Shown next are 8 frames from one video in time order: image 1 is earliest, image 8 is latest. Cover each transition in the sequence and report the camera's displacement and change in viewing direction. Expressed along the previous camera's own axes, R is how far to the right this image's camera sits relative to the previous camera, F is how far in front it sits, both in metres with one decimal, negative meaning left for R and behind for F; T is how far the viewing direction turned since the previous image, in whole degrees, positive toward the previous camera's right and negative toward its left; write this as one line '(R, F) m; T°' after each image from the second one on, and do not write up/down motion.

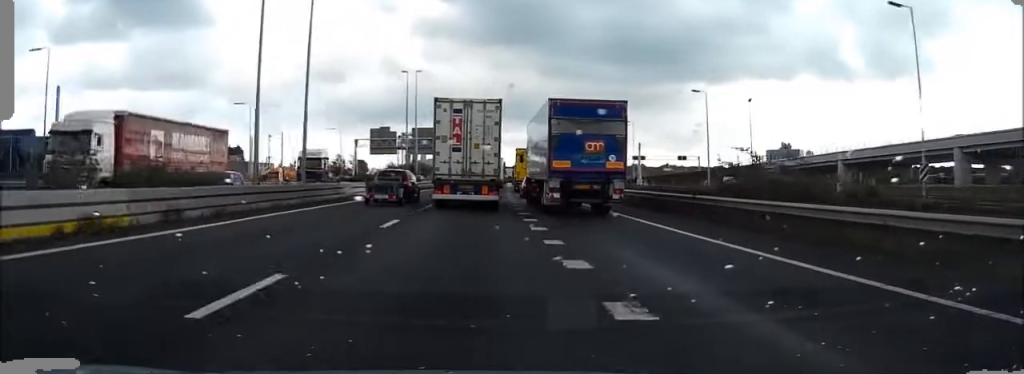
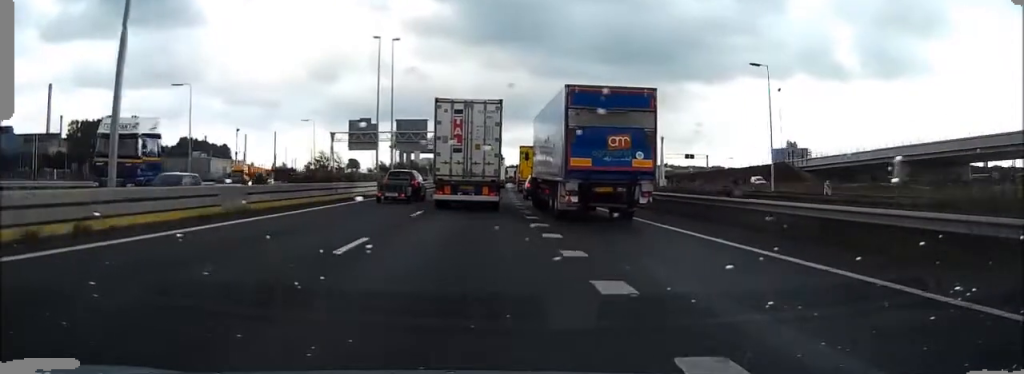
(0.0, +17.7) m; 0°
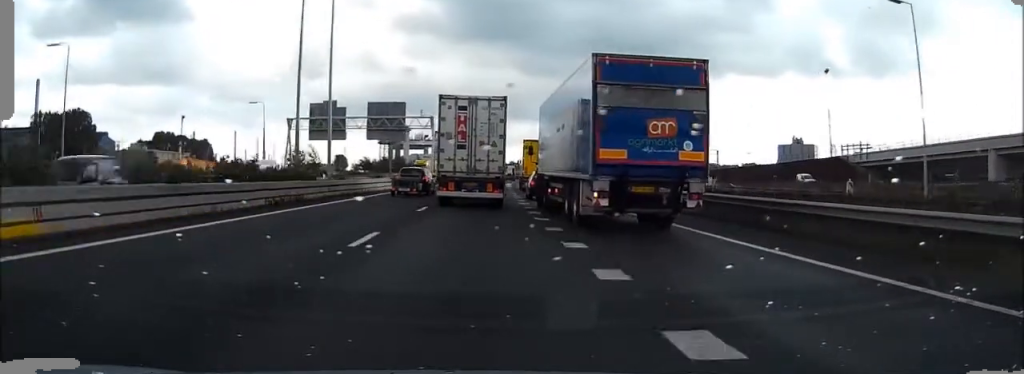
(+0.1, +22.4) m; +1°
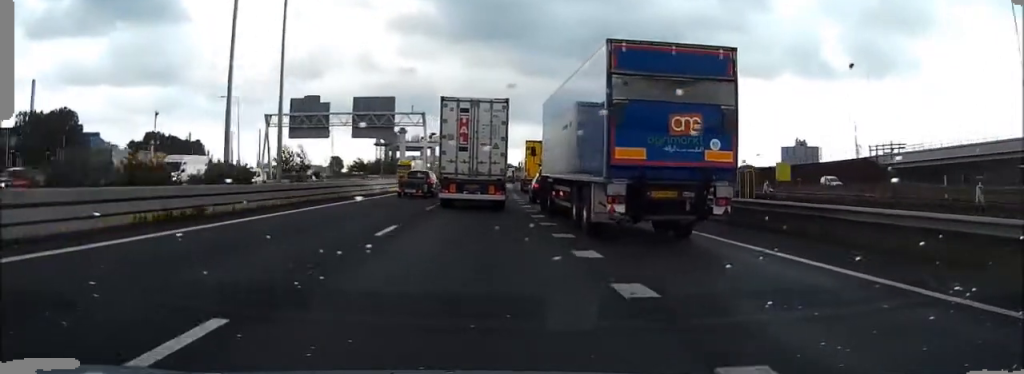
(+0.1, +9.1) m; 0°
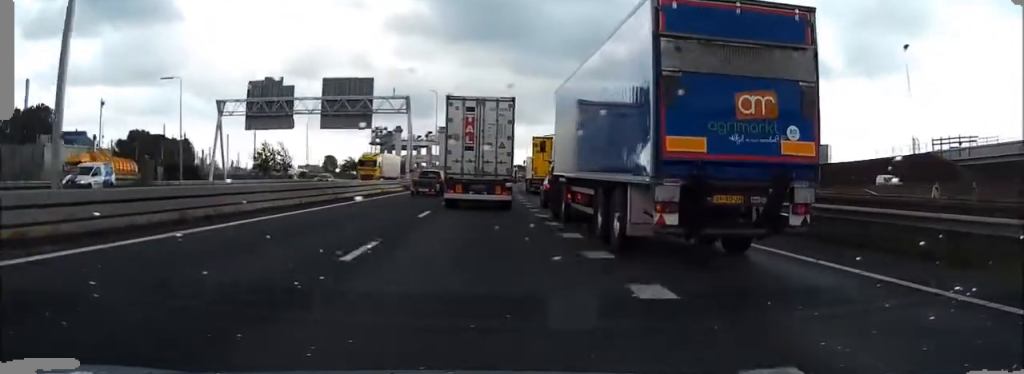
(0.0, +15.9) m; 0°
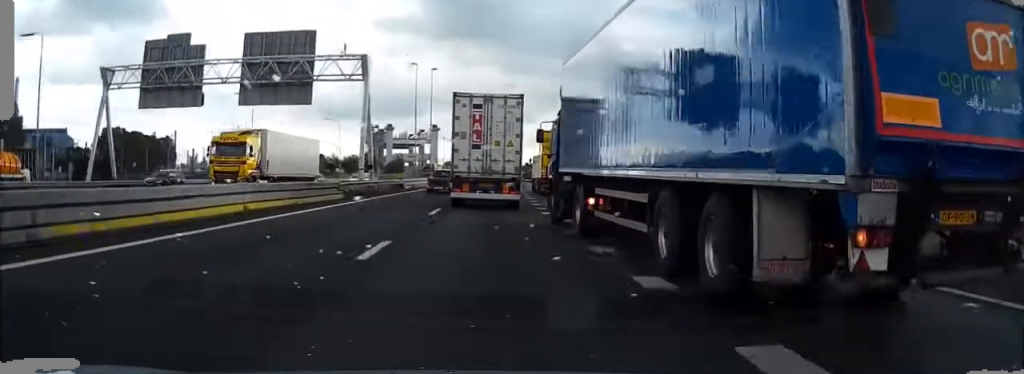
(0.0, +22.8) m; 0°
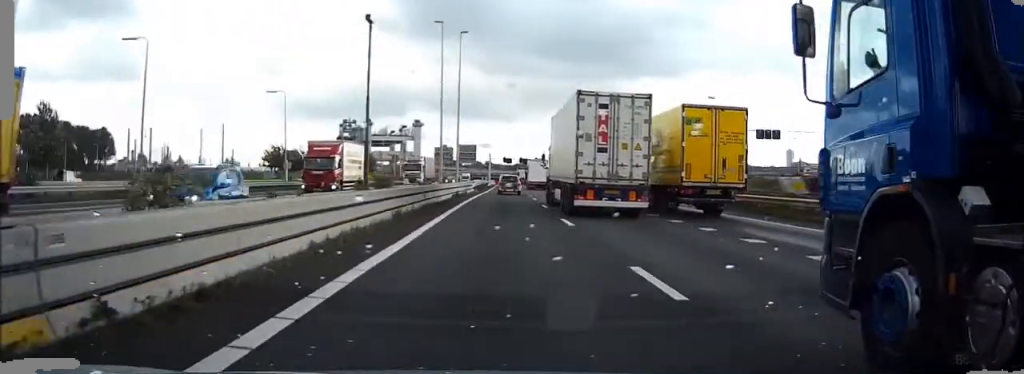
(+0.2, +71.9) m; +1°
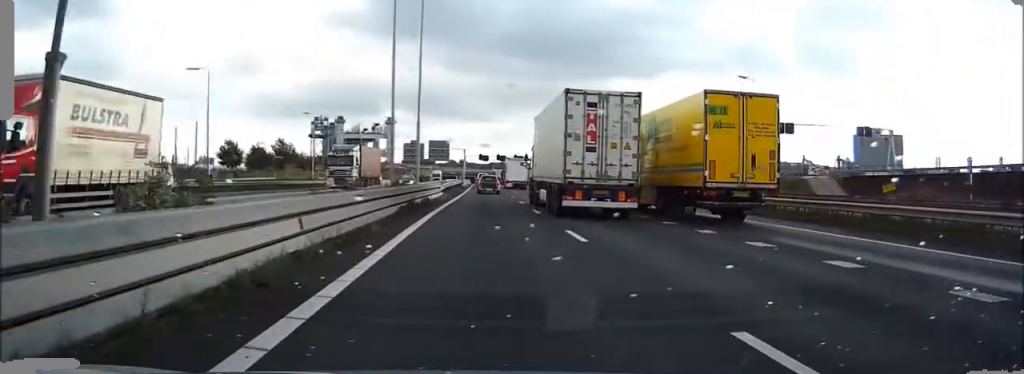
(+0.2, +16.9) m; +1°
